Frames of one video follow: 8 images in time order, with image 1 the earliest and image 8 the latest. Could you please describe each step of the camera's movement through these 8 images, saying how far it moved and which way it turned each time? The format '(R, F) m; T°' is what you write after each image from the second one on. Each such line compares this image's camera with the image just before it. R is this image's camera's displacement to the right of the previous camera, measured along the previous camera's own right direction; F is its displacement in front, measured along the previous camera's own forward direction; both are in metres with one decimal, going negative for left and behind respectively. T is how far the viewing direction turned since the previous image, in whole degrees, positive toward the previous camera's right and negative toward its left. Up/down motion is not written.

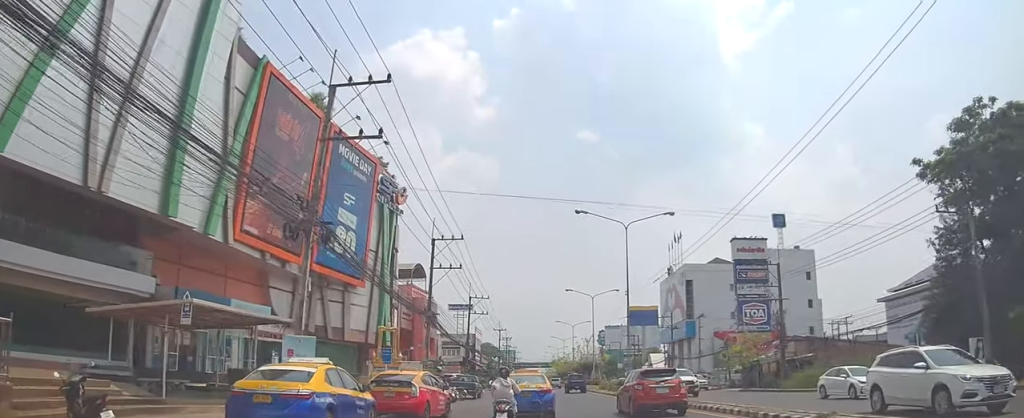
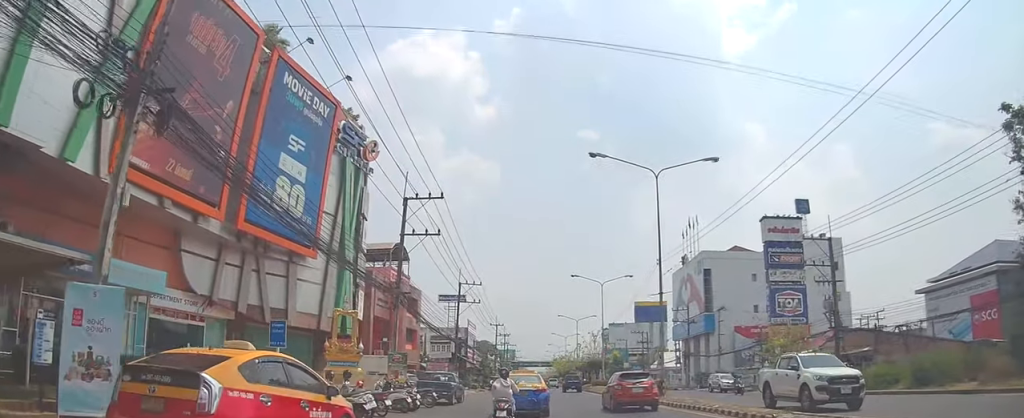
(+0.7, +8.6) m; +2°
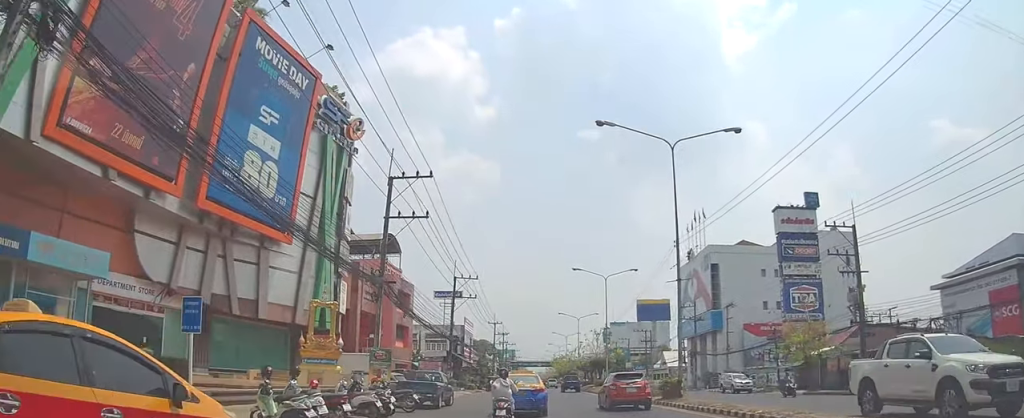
(-0.2, +3.3) m; +1°
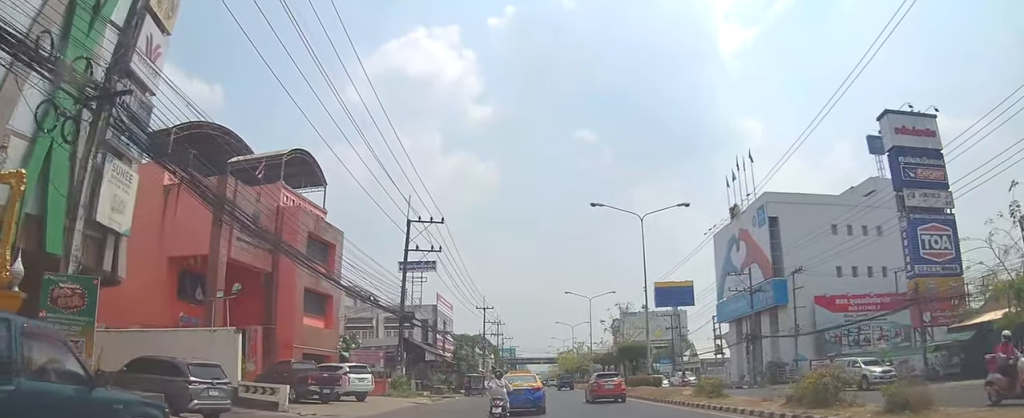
(+0.1, +19.3) m; +1°
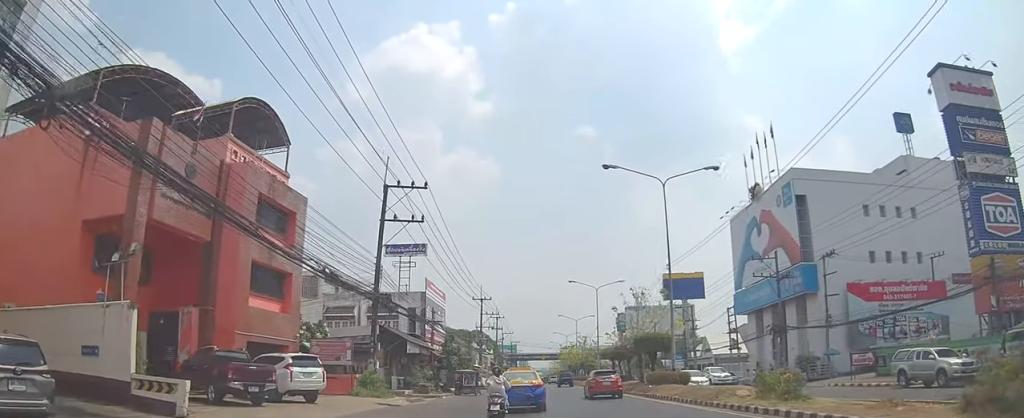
(+0.1, +5.9) m; 0°
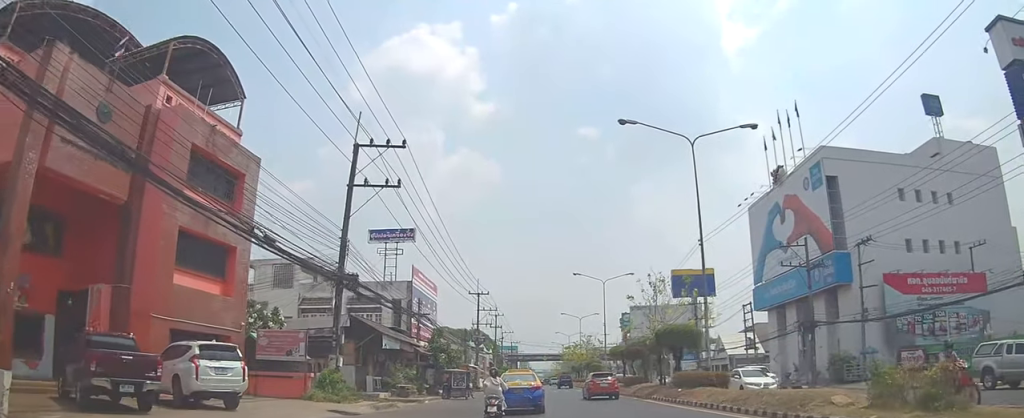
(+0.4, +5.6) m; 0°
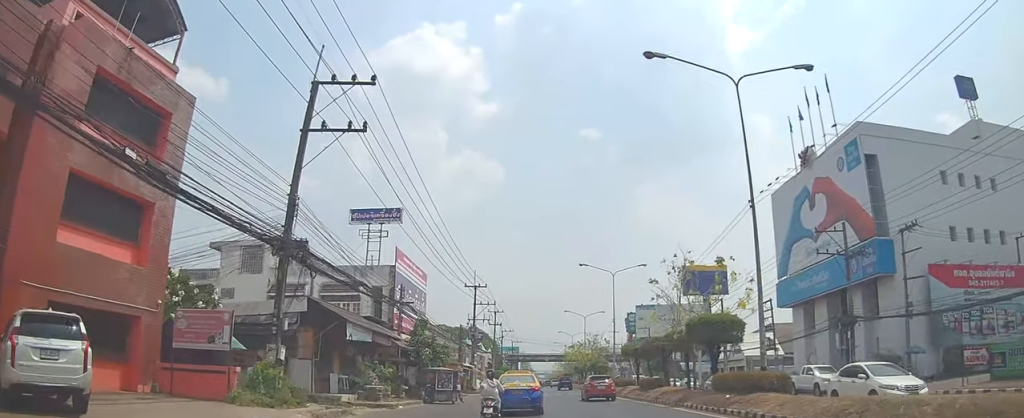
(-0.5, +6.0) m; 0°
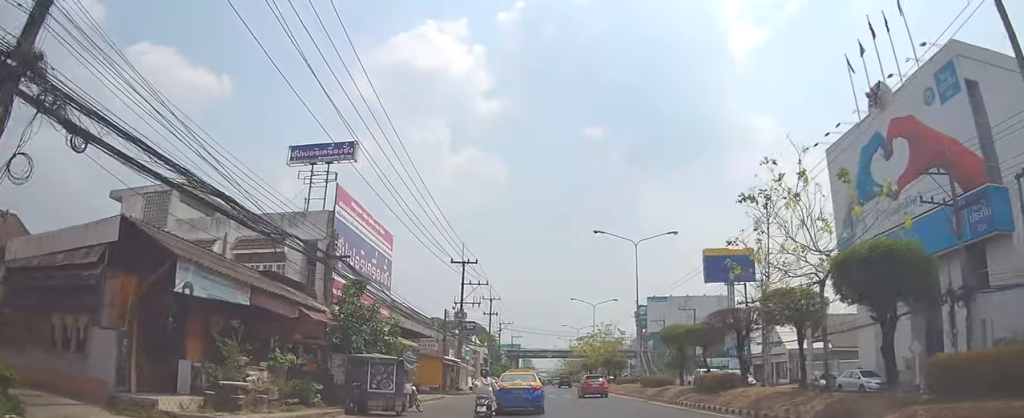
(+0.4, +12.2) m; 0°
